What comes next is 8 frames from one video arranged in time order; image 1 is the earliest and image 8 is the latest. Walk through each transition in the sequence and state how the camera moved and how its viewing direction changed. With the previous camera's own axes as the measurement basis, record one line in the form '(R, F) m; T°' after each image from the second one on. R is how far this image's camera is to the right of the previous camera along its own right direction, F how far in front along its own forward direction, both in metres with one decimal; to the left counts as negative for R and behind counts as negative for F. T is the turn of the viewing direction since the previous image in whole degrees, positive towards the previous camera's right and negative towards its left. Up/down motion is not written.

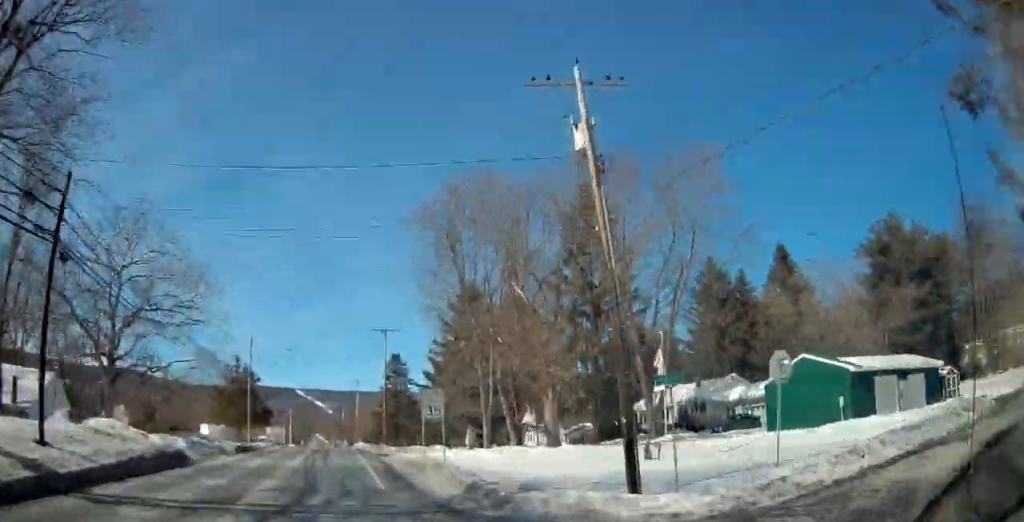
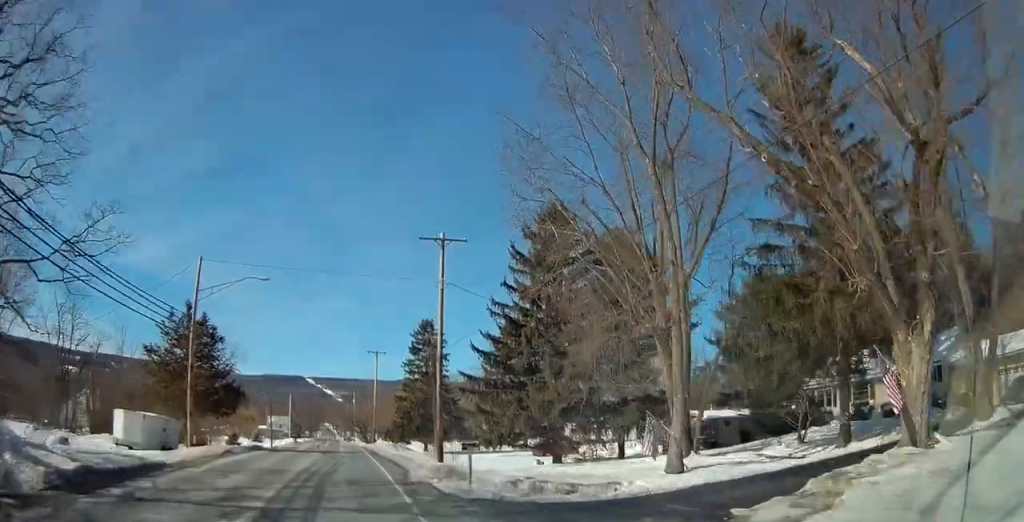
(+0.4, +26.3) m; +1°
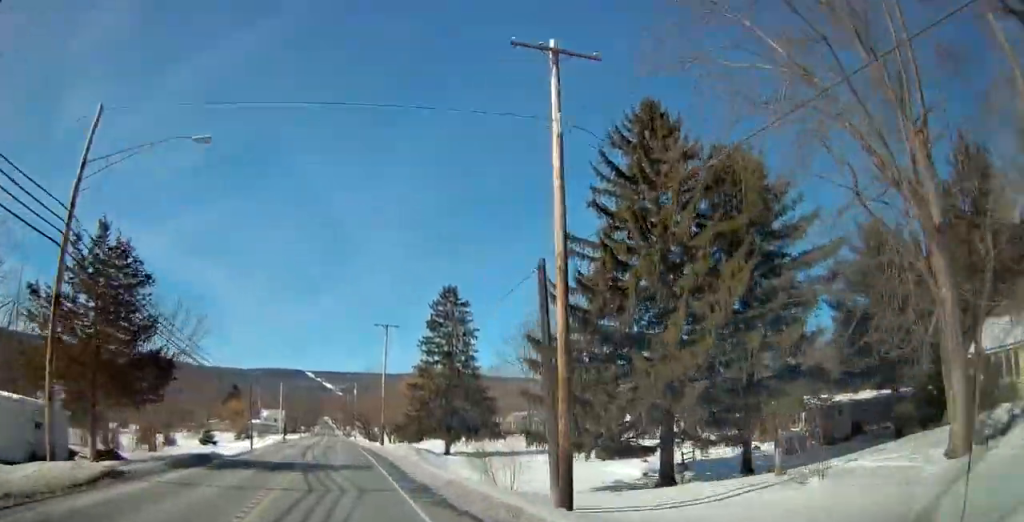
(+0.2, +16.1) m; 0°
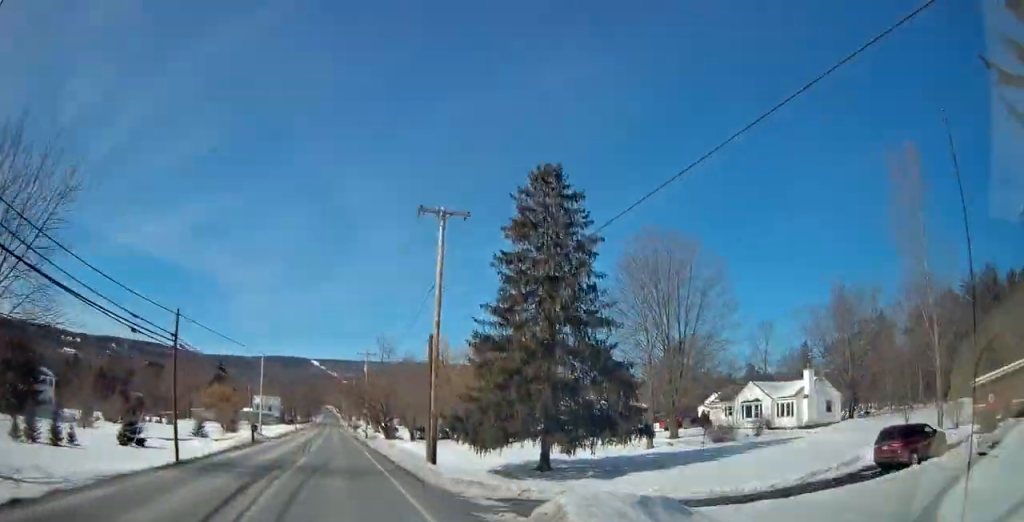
(-0.4, +26.8) m; -1°
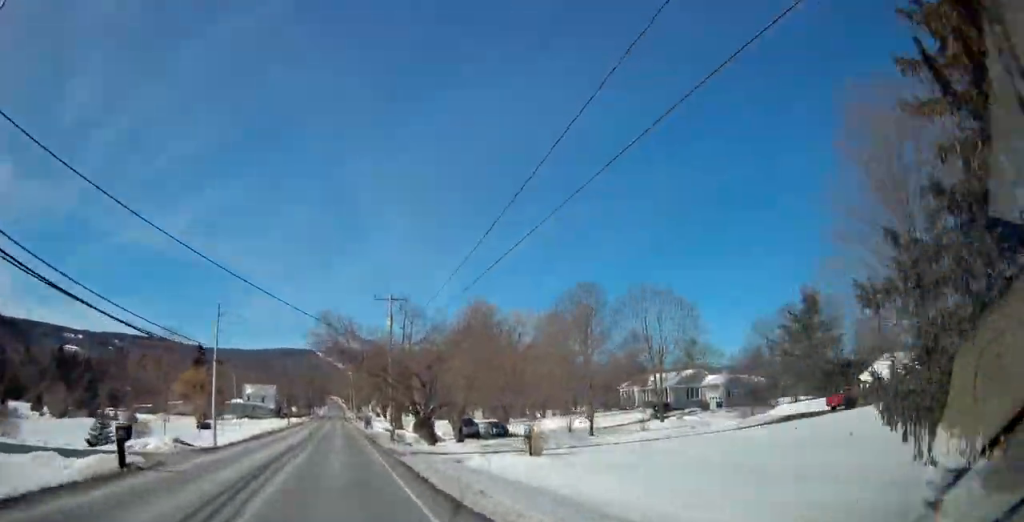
(-0.2, +27.1) m; -1°
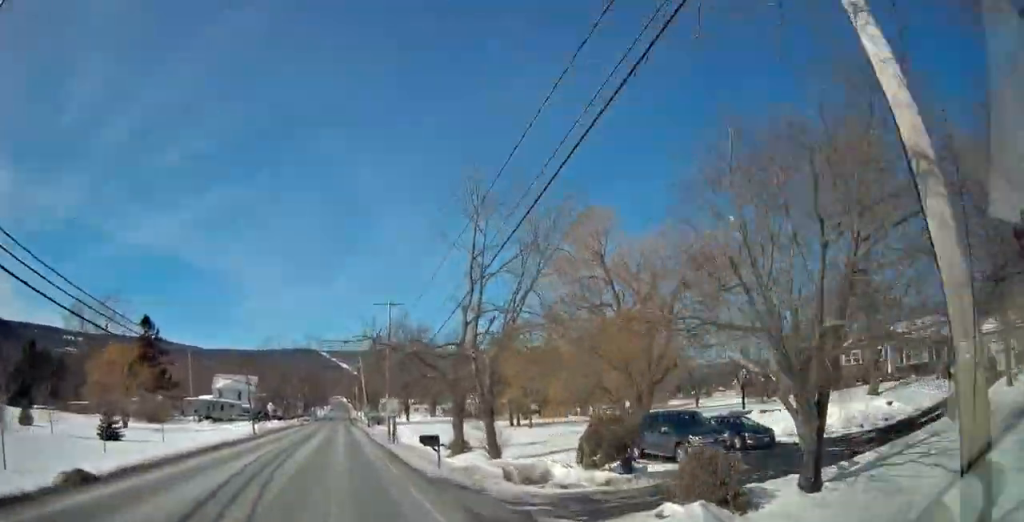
(-1.0, +37.3) m; -2°
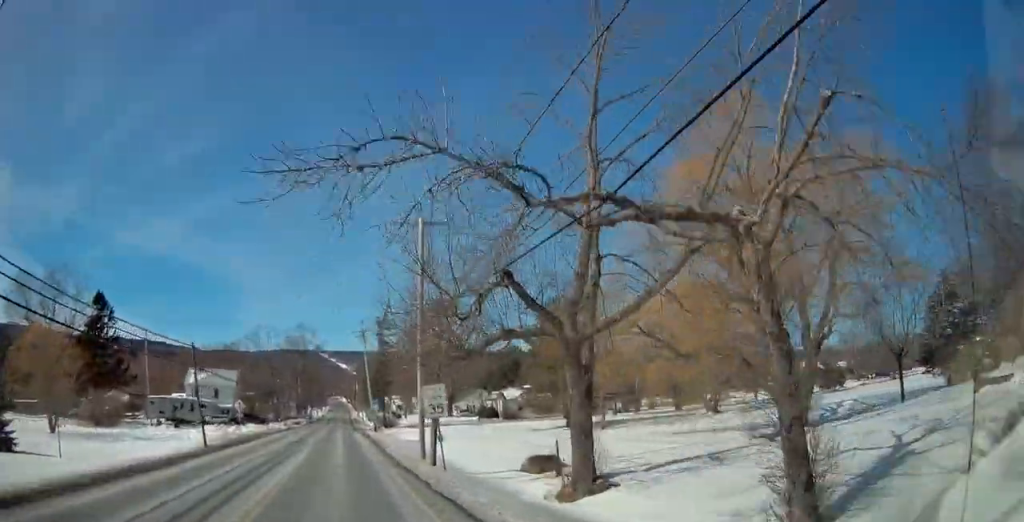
(-0.2, +18.2) m; 0°
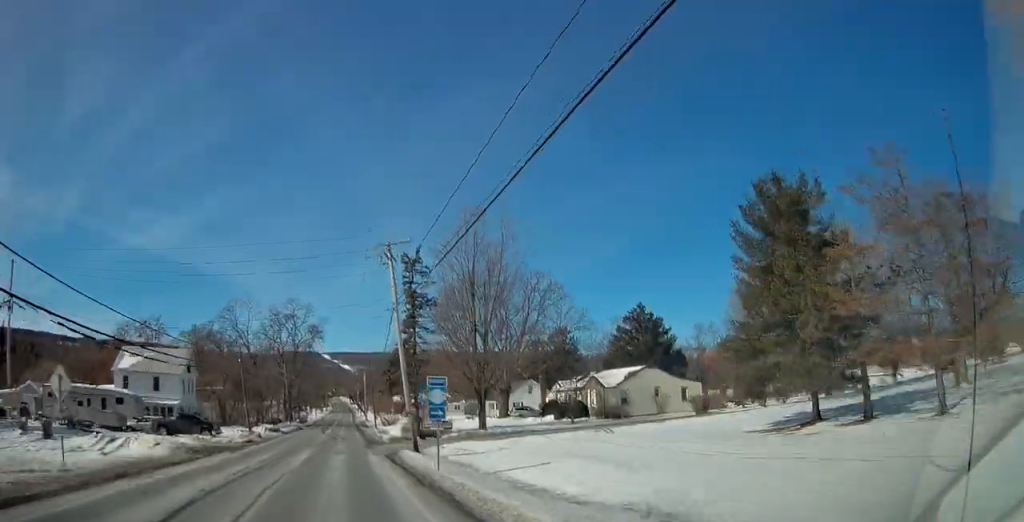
(+0.5, +30.1) m; +2°
